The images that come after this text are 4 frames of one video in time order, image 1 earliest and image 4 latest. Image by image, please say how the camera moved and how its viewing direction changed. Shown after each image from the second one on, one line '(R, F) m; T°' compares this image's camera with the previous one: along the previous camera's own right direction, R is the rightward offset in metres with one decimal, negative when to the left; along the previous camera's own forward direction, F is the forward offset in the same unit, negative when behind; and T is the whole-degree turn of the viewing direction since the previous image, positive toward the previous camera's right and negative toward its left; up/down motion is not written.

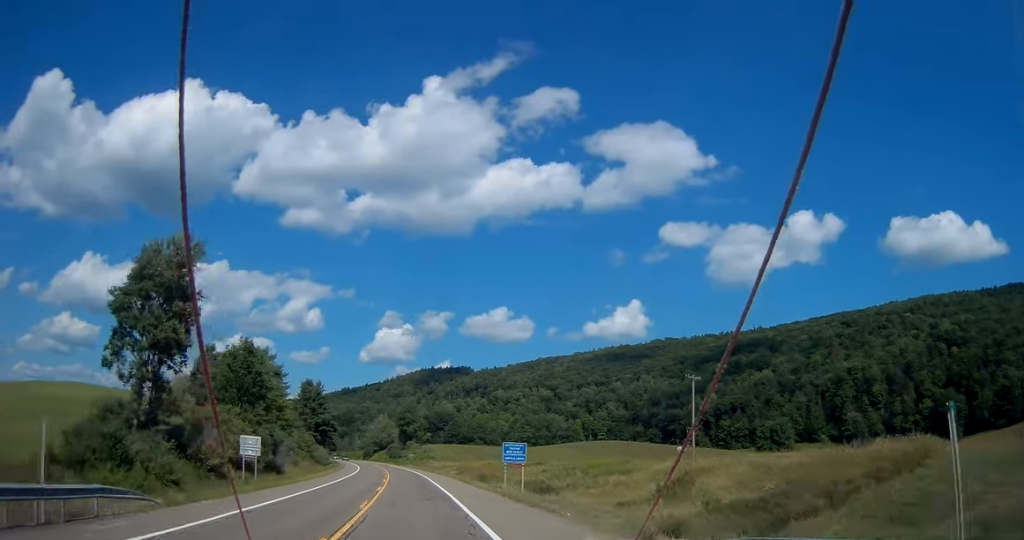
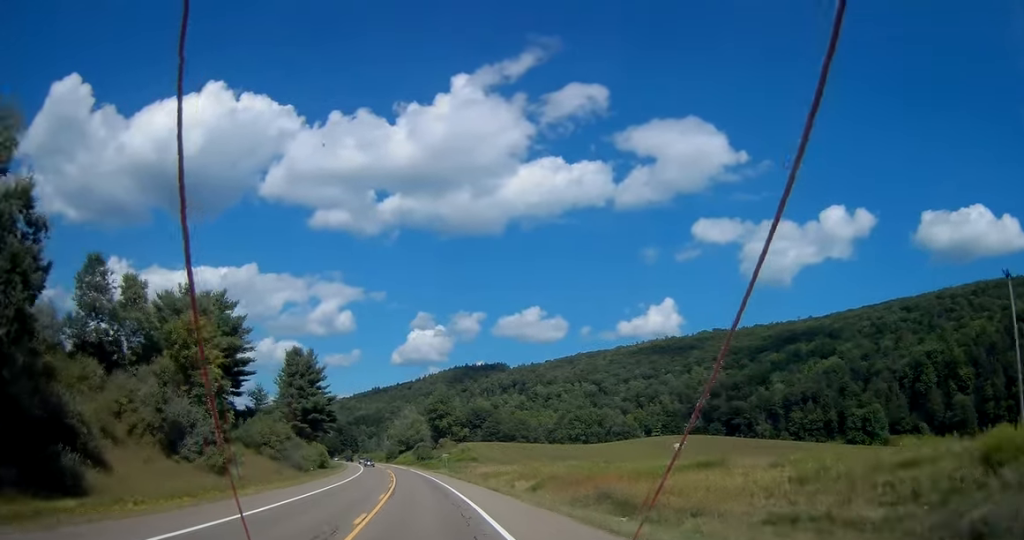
(-0.7, +42.6) m; -2°
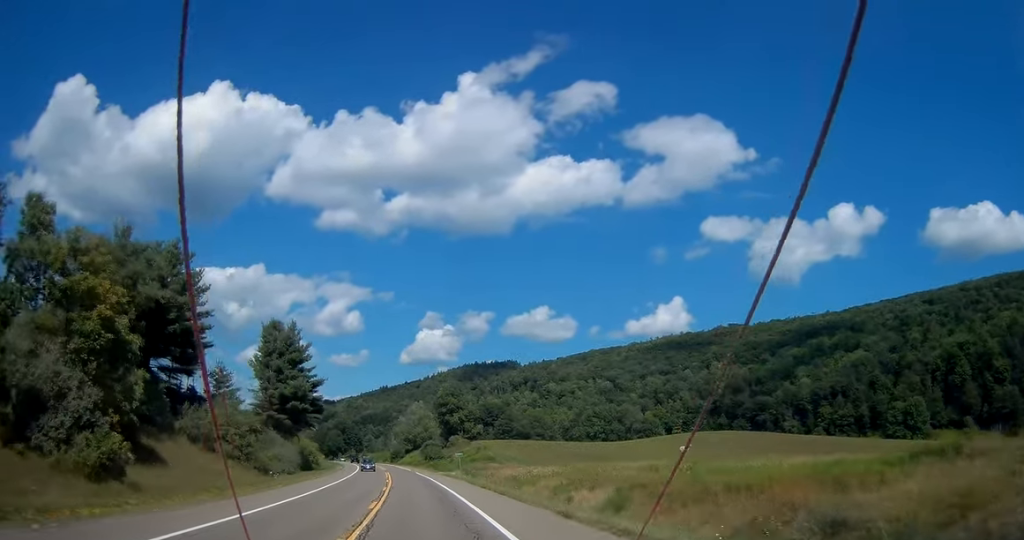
(-0.1, +19.0) m; -2°
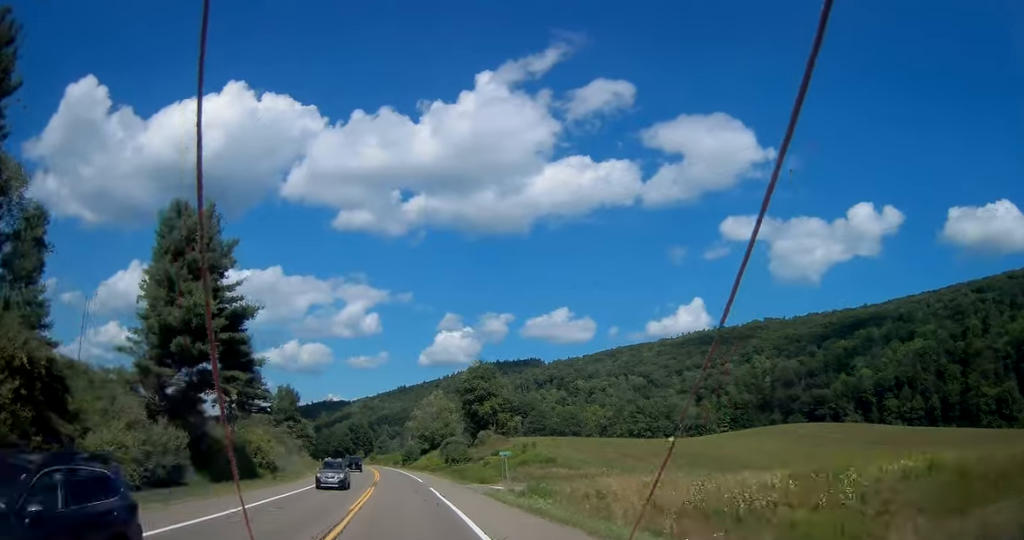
(-0.9, +37.7) m; -2°
